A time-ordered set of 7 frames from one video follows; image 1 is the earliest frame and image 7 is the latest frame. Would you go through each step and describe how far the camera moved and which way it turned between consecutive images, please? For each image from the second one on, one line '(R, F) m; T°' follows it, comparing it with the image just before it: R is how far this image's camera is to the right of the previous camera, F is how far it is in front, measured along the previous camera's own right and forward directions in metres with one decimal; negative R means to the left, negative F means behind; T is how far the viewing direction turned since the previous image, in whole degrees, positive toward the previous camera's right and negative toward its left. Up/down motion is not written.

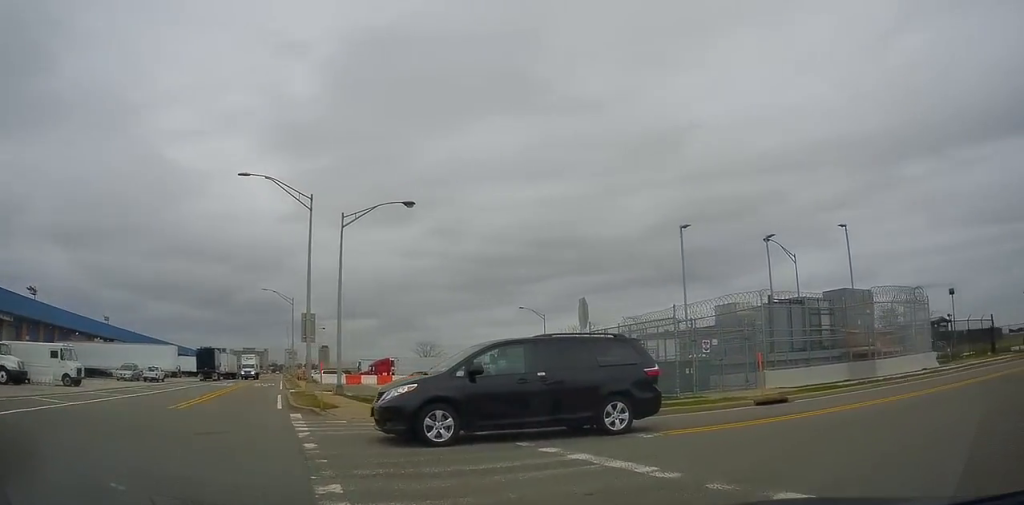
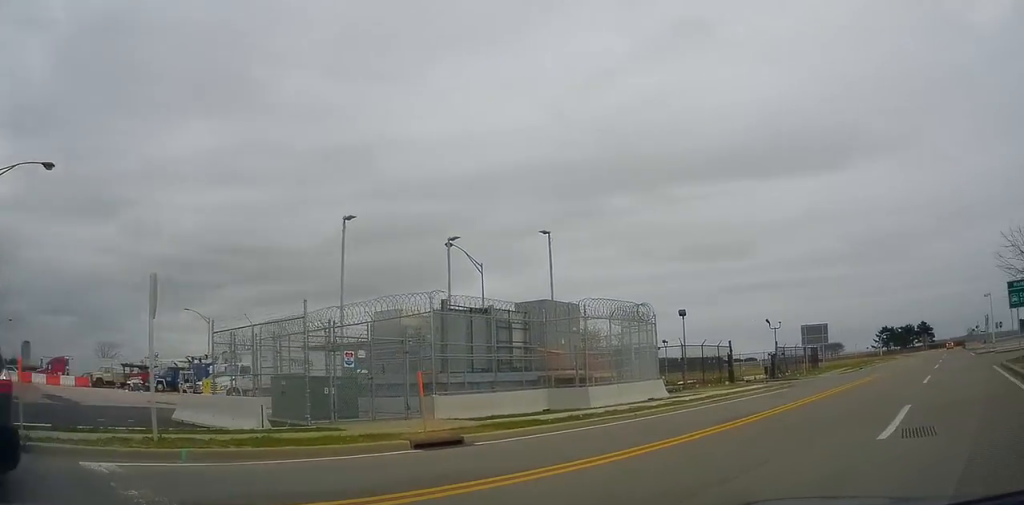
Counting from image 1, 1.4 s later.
(+0.5, +6.7) m; +25°
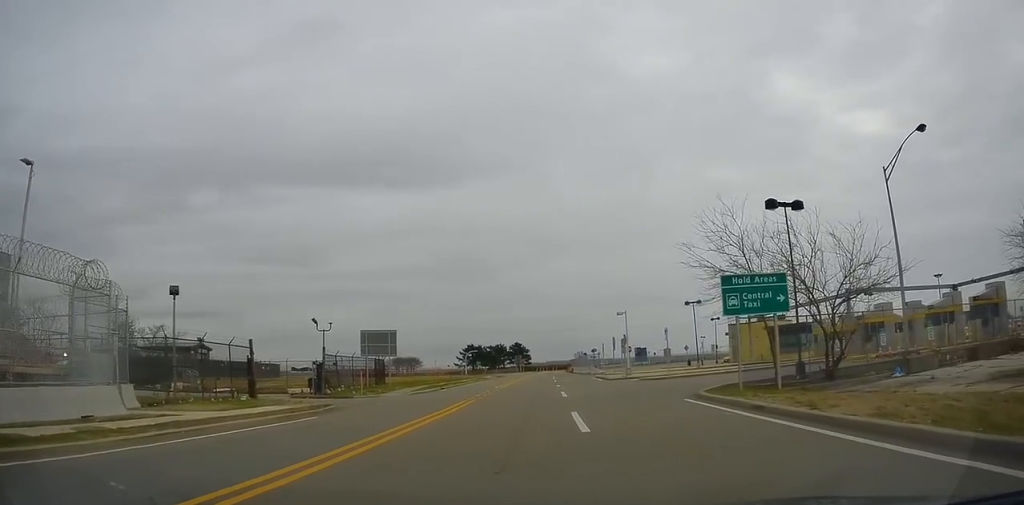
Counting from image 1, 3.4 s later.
(+3.3, +7.2) m; +39°
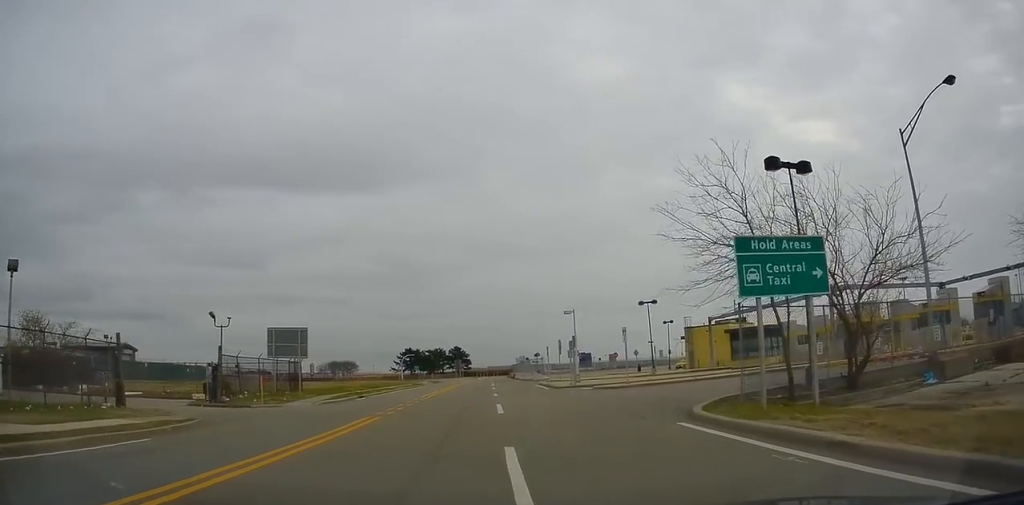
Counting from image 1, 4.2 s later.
(+0.6, +3.9) m; +17°
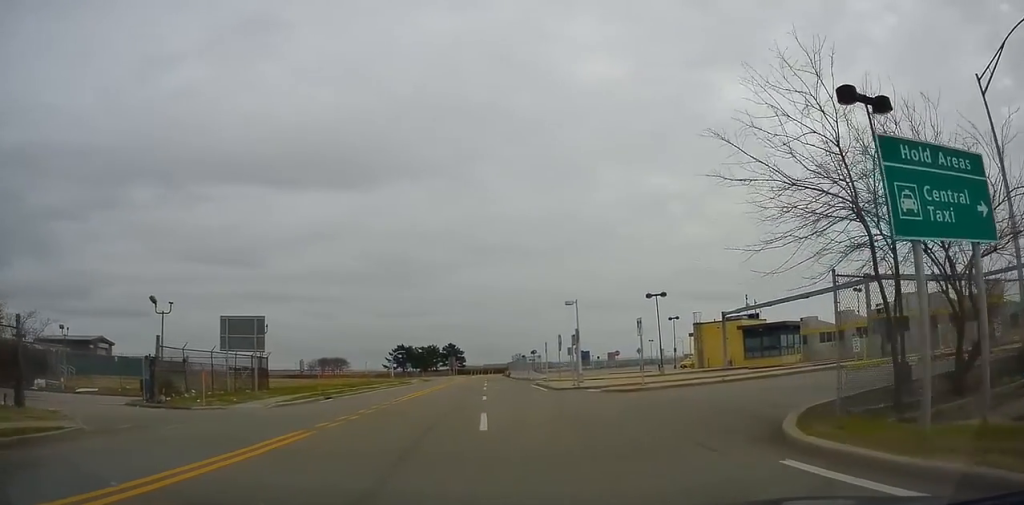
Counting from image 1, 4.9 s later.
(+0.5, +3.8) m; +12°
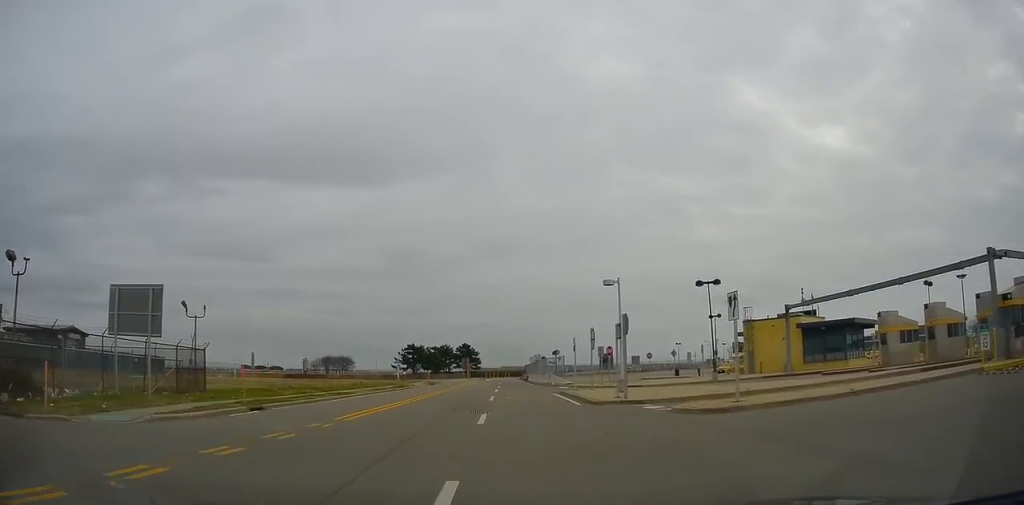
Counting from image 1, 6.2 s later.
(+1.2, +8.0) m; +8°
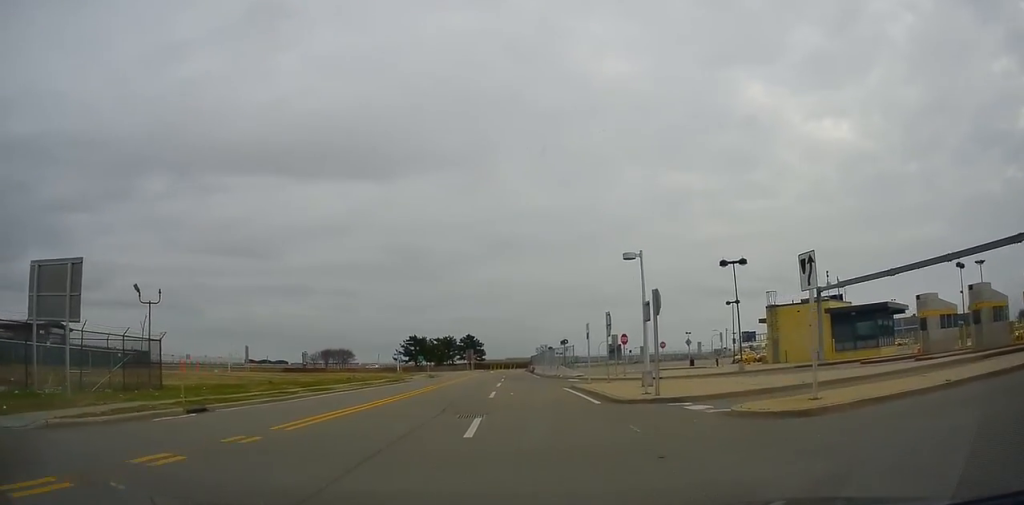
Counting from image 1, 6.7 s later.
(+0.1, +3.6) m; -1°
